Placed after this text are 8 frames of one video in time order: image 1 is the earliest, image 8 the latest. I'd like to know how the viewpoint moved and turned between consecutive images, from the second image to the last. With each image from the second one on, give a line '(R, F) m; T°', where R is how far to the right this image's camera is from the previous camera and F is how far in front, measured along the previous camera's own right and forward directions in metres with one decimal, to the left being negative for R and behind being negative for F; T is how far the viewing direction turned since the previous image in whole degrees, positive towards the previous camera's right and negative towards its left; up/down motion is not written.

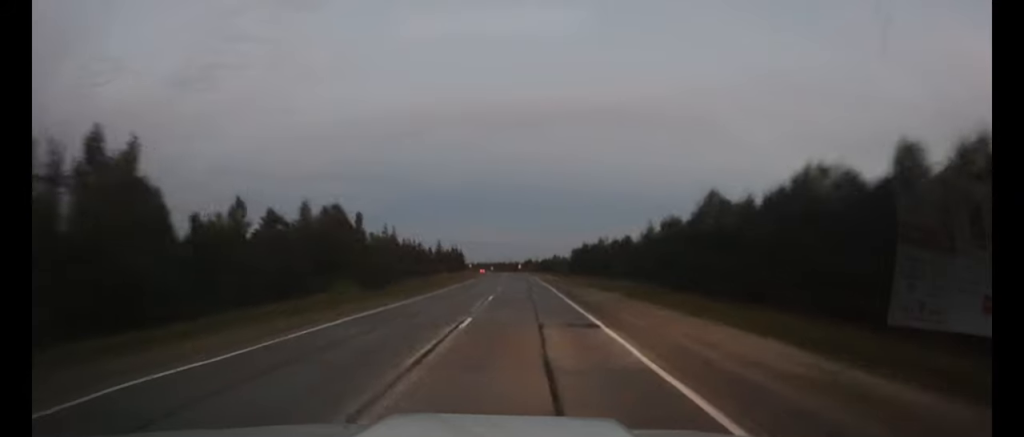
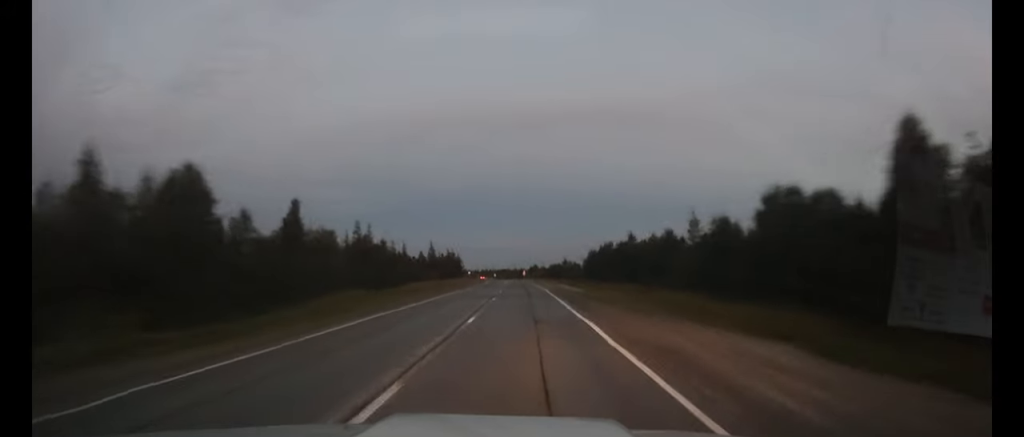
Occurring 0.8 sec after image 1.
(-0.1, +20.8) m; 0°
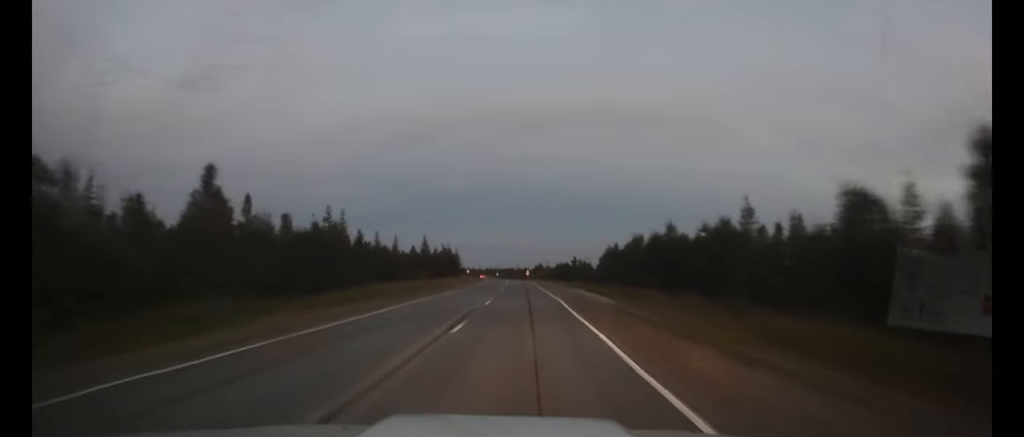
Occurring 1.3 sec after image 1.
(-0.1, +15.3) m; 0°
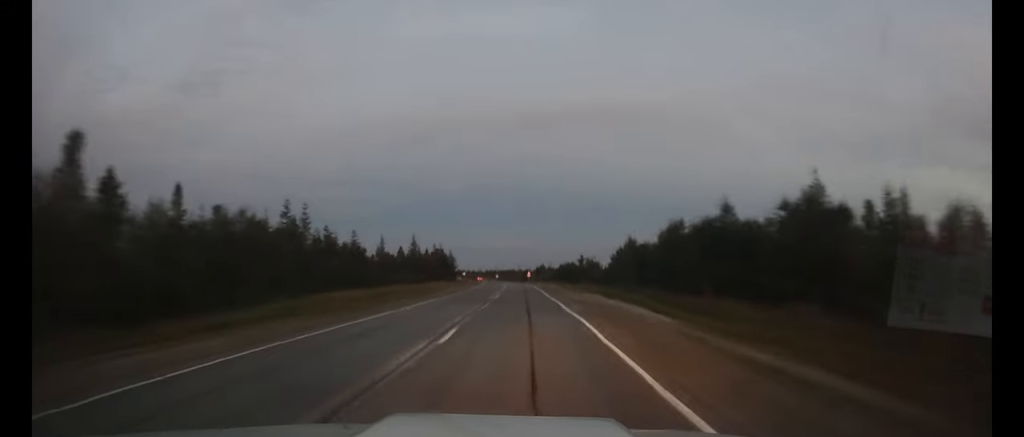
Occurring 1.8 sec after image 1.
(0.0, +13.5) m; 0°
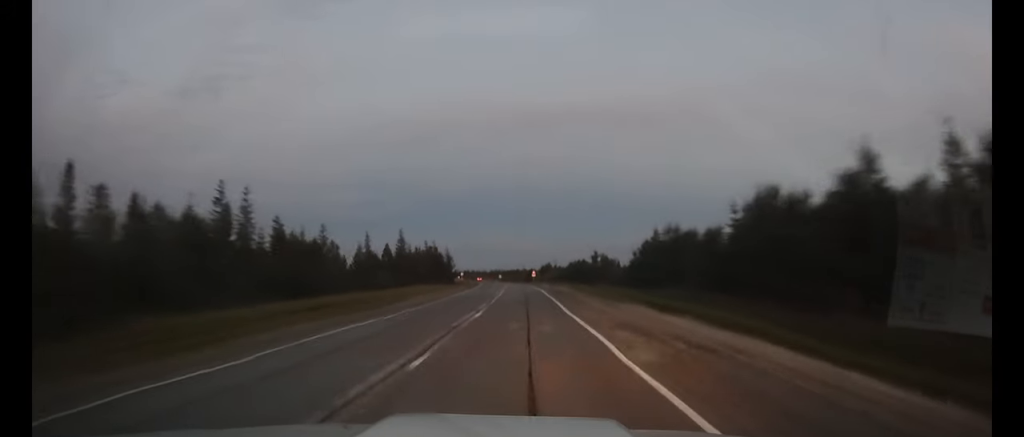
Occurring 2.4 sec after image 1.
(-0.1, +15.1) m; 0°
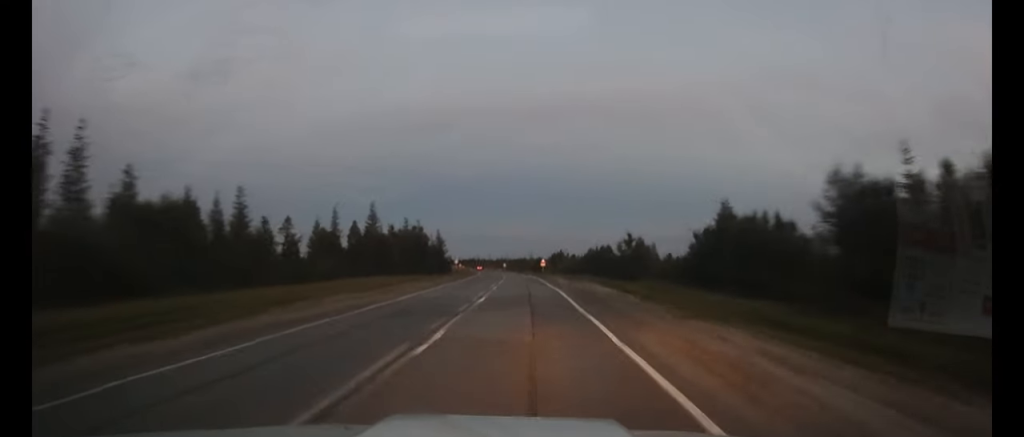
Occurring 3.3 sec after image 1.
(-0.1, +23.8) m; -1°
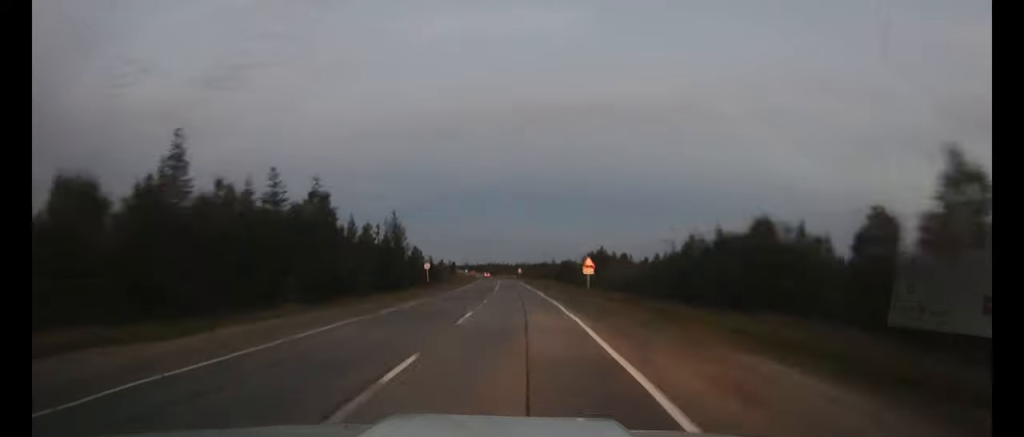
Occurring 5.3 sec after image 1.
(-0.5, +50.6) m; -1°
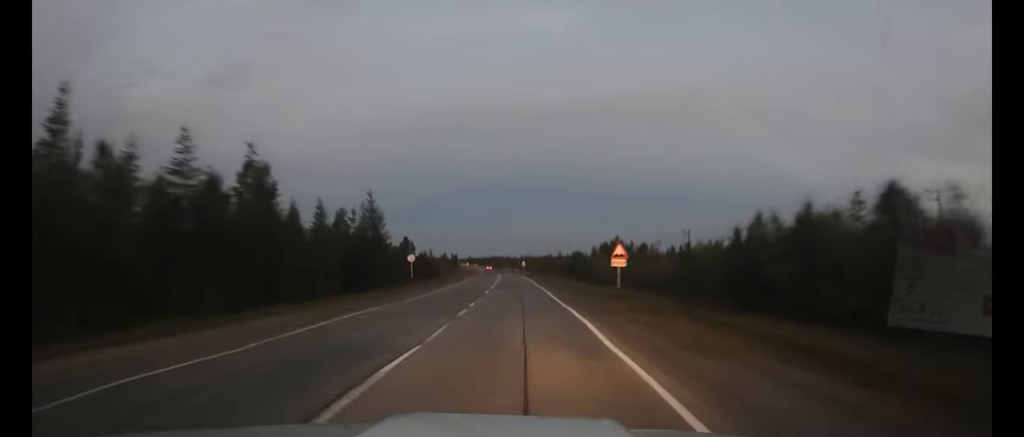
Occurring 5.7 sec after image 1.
(0.0, +11.7) m; -1°
